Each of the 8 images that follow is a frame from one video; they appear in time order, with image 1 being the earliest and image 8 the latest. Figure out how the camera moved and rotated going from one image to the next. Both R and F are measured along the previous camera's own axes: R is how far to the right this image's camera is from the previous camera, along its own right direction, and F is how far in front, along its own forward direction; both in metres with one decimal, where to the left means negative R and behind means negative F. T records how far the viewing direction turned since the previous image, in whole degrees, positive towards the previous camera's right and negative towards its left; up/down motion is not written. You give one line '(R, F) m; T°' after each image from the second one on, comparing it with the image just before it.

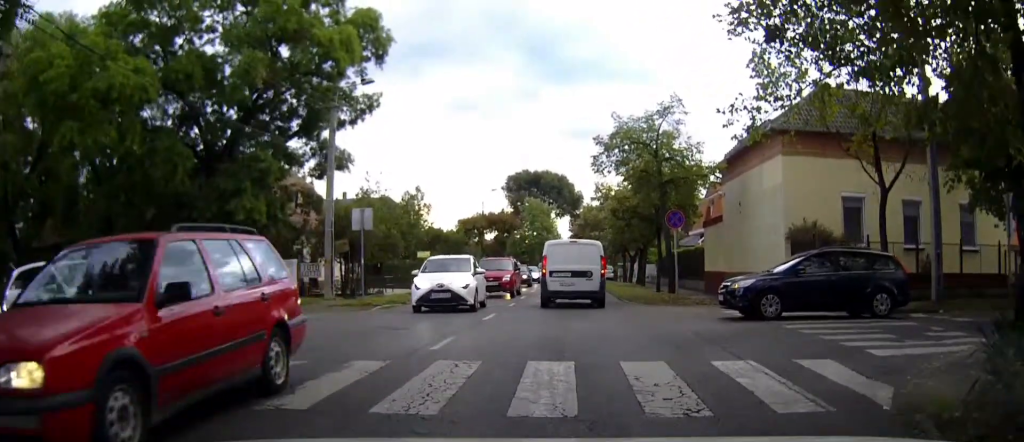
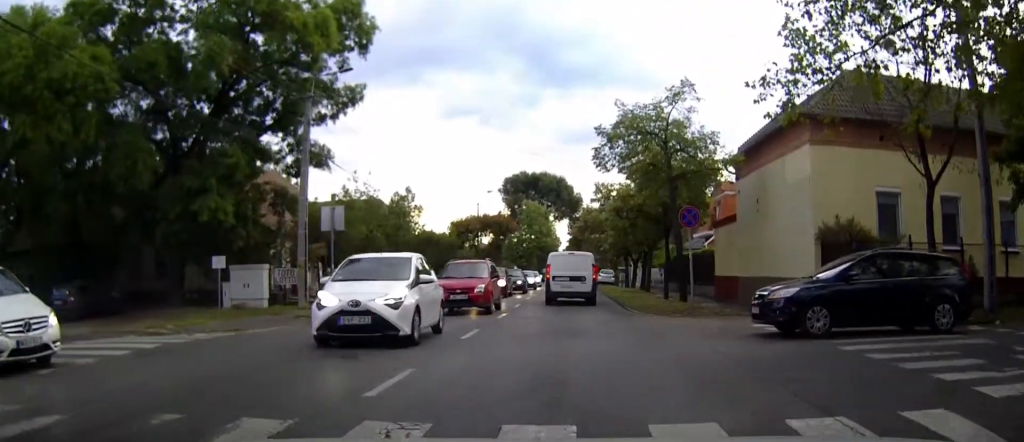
(0.0, +1.8) m; +2°
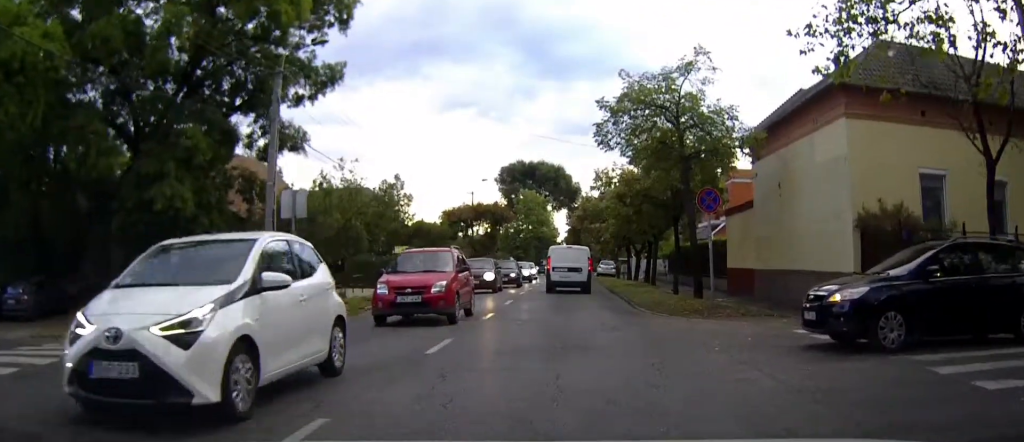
(0.0, +1.5) m; +2°
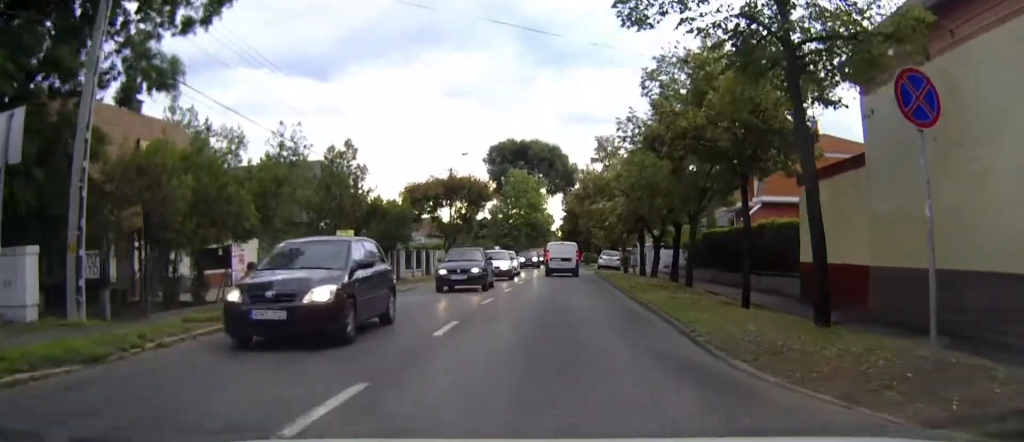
(+0.2, +9.2) m; +1°
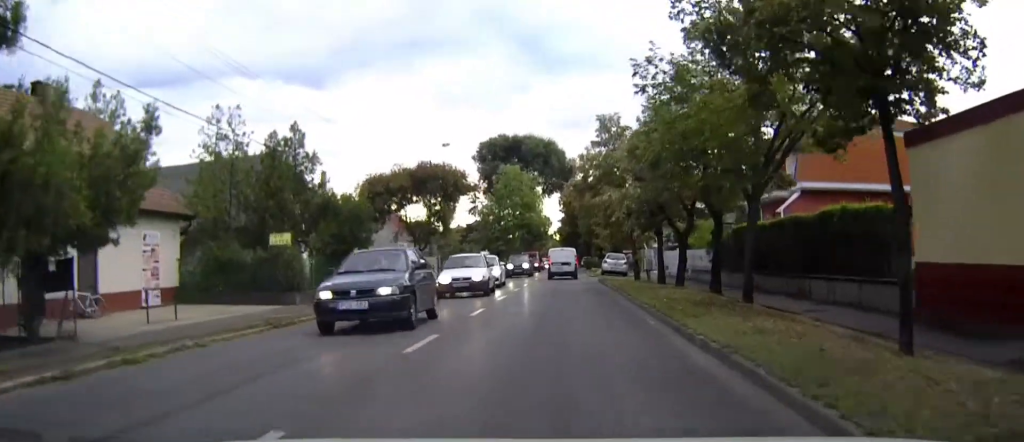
(0.0, +6.5) m; -1°
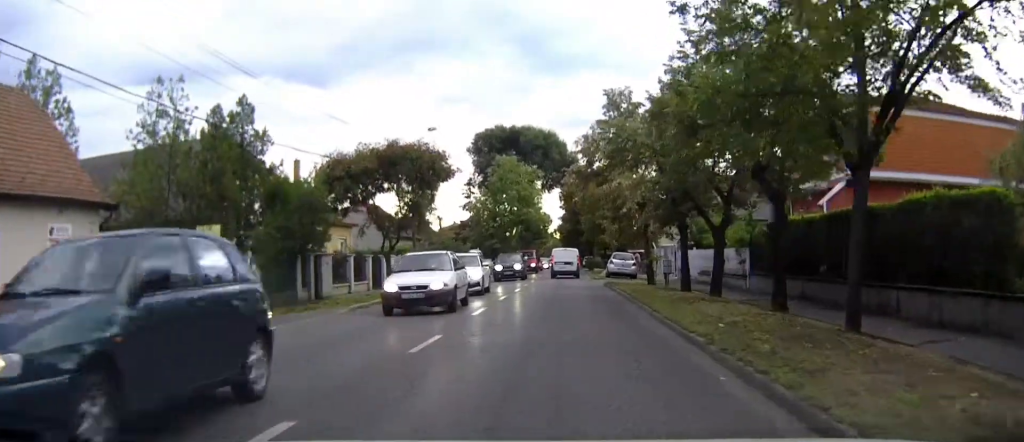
(0.0, +4.7) m; 0°
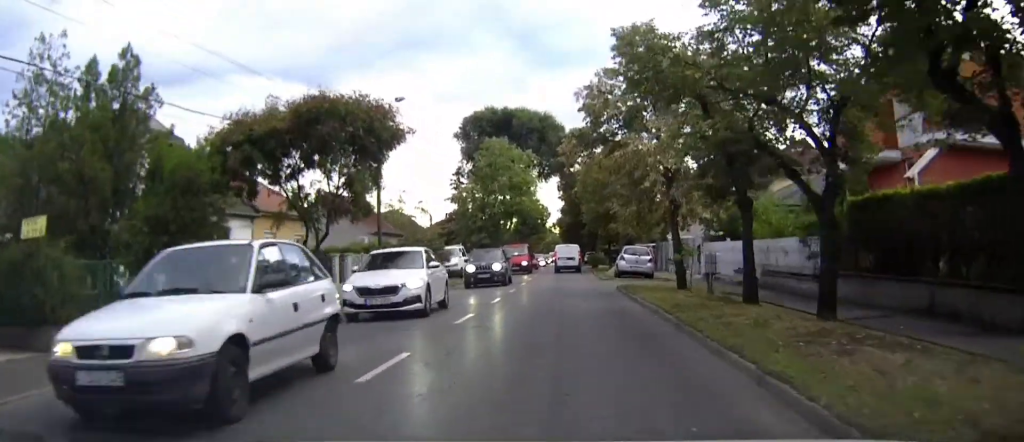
(0.0, +7.4) m; 0°
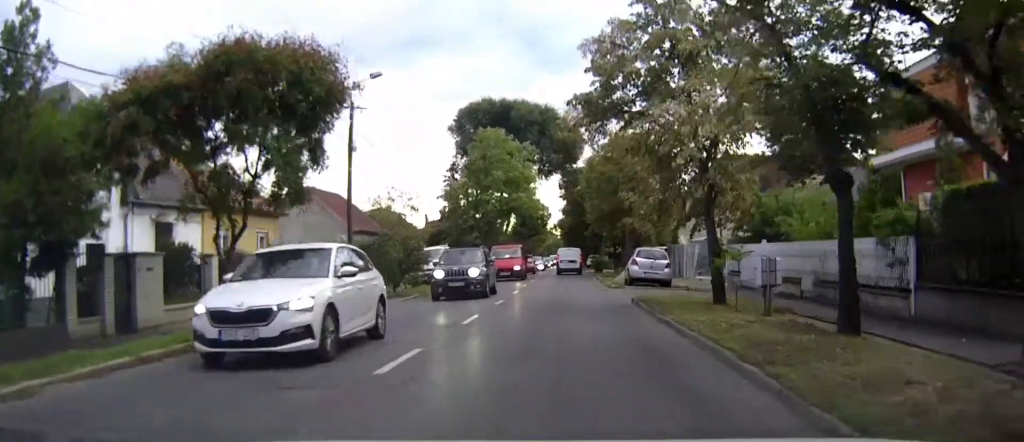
(0.0, +5.3) m; 0°
